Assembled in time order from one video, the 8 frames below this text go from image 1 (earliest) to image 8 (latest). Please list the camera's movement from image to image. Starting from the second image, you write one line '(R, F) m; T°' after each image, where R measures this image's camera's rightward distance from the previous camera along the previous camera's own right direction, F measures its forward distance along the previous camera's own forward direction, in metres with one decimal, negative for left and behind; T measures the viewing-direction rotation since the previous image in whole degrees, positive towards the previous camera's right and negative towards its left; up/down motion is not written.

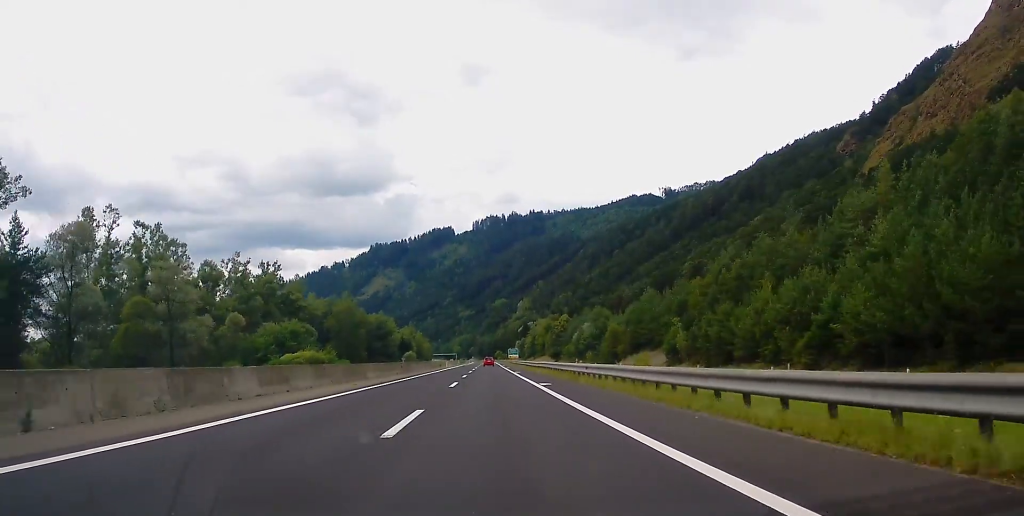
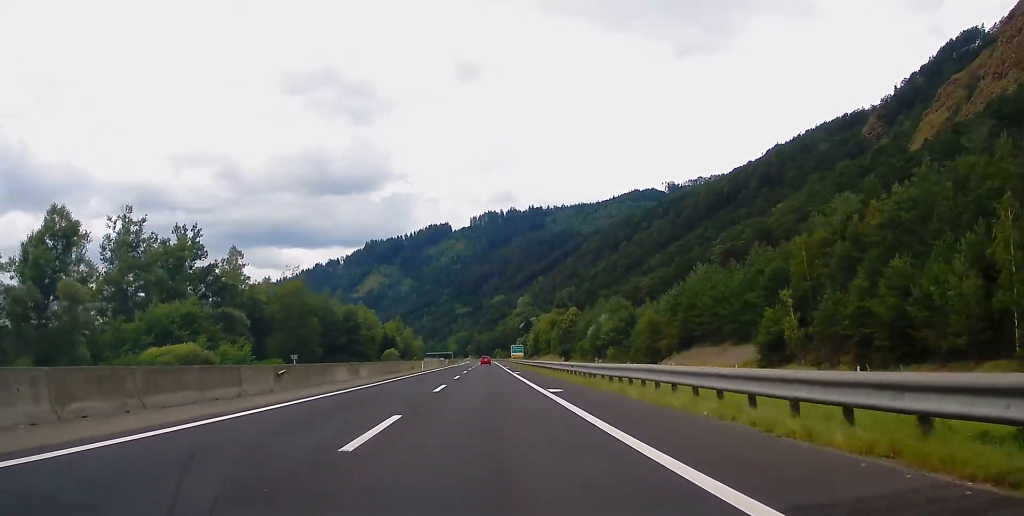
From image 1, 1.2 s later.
(+0.4, +41.4) m; 0°
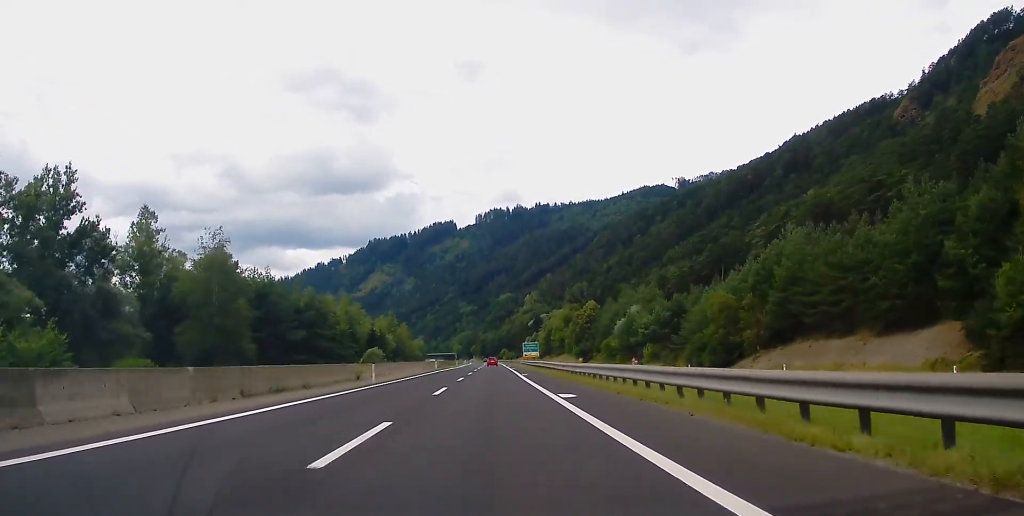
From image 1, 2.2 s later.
(-0.3, +36.7) m; -1°
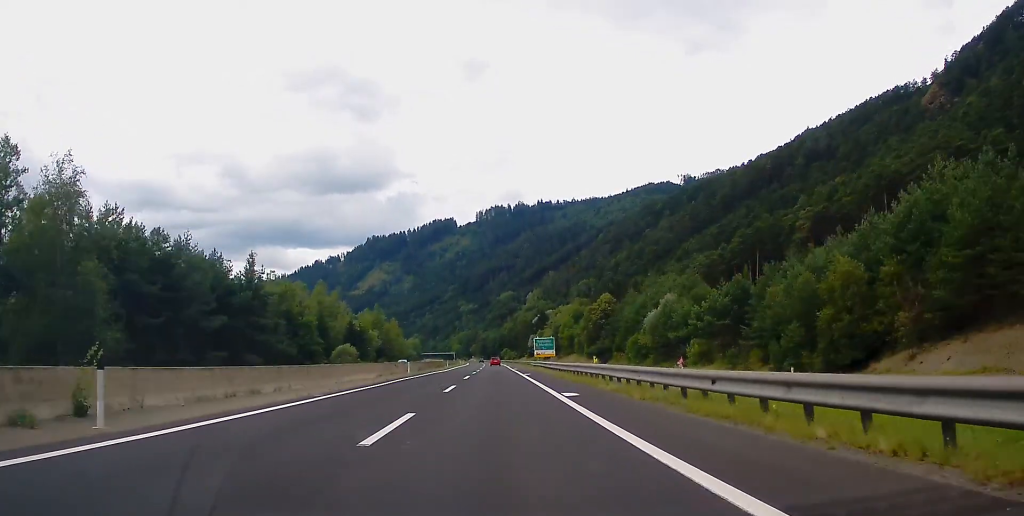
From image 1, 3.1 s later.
(-0.1, +32.0) m; 0°
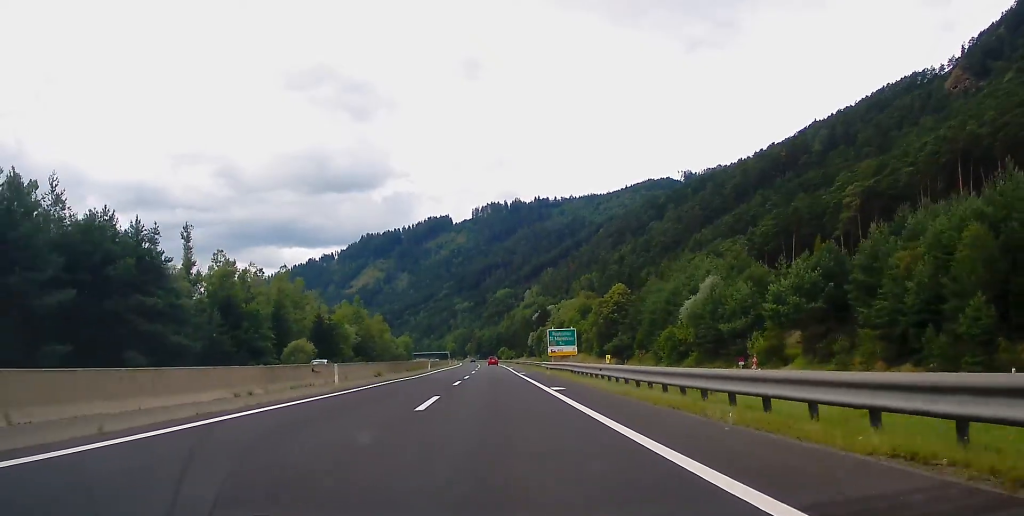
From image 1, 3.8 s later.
(0.0, +28.4) m; 0°
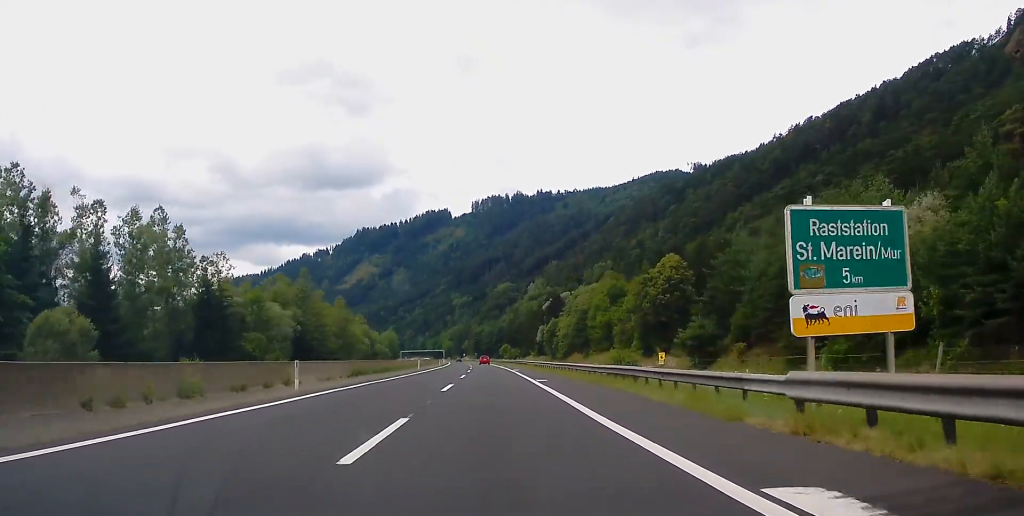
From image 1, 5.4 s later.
(+0.1, +57.5) m; 0°
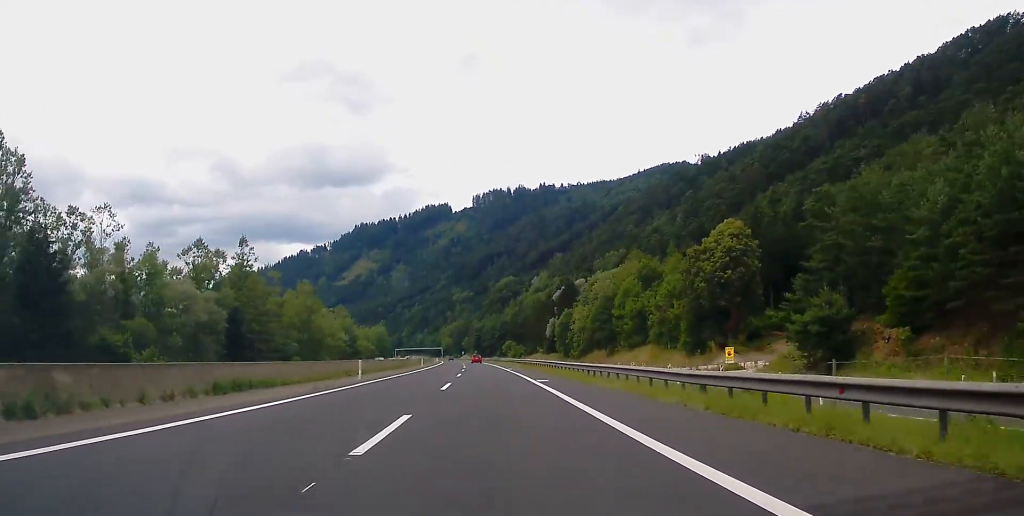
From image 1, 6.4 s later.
(-0.1, +35.2) m; 0°
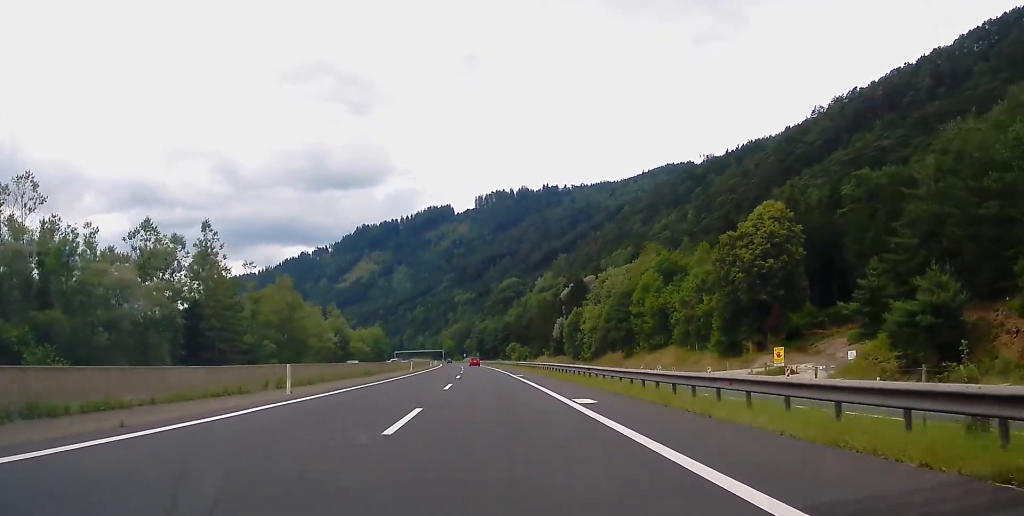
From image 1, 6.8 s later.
(0.0, +15.2) m; 0°
